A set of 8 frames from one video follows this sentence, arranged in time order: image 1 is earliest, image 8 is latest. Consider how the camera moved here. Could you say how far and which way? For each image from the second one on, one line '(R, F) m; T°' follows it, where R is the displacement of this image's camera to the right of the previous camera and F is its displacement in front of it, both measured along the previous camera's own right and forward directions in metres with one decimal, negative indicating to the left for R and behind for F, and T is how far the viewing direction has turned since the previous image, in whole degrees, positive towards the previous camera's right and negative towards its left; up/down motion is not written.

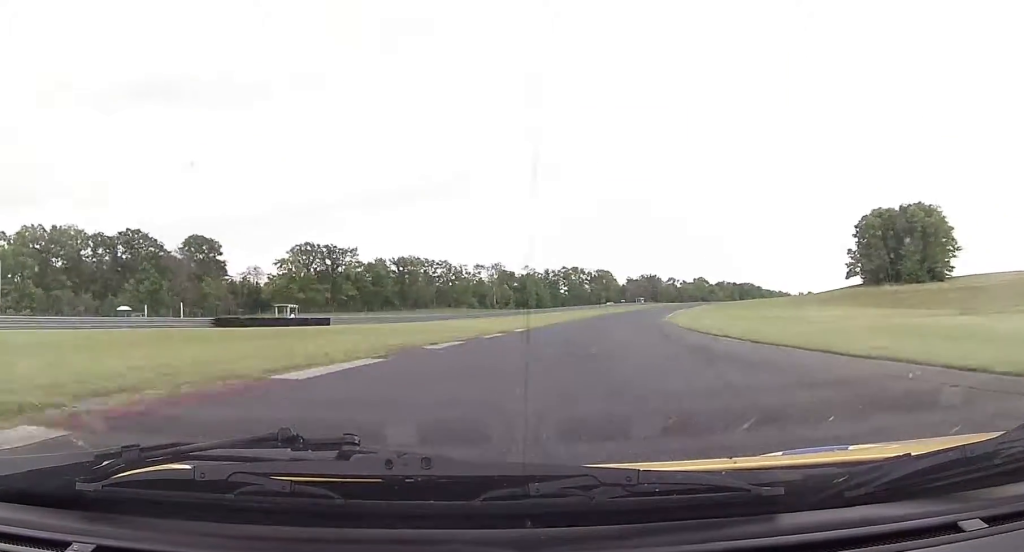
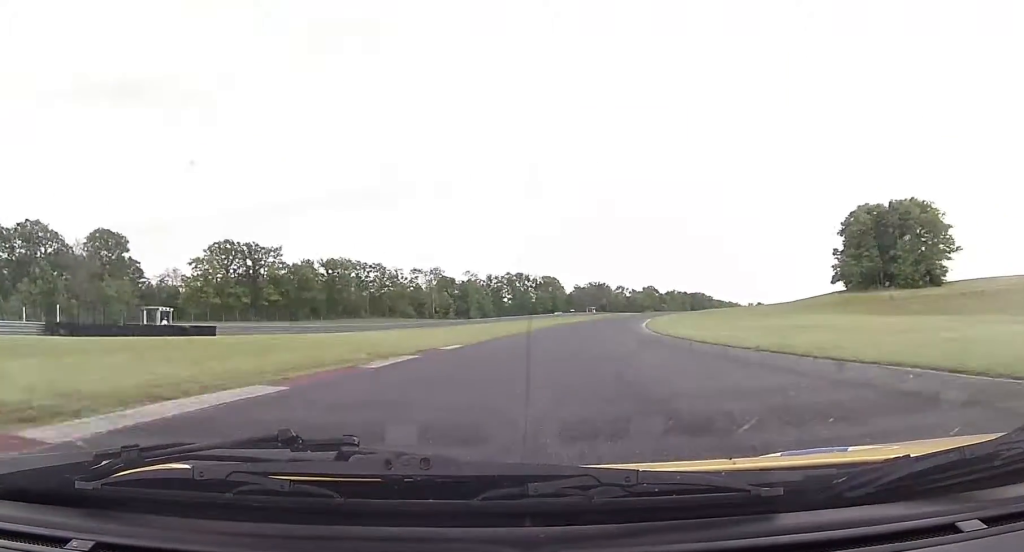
(+0.8, +18.5) m; +5°
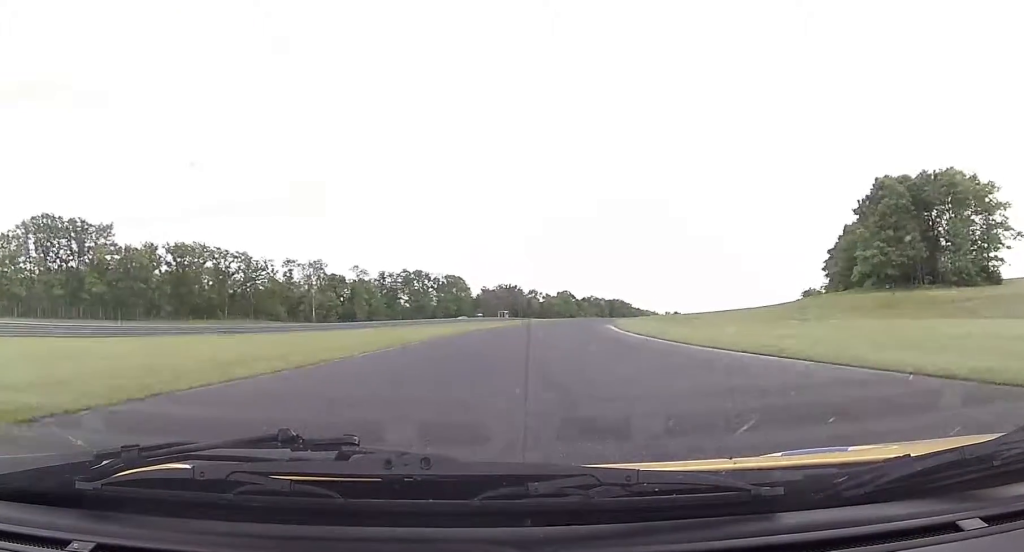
(+3.6, +40.7) m; +8°
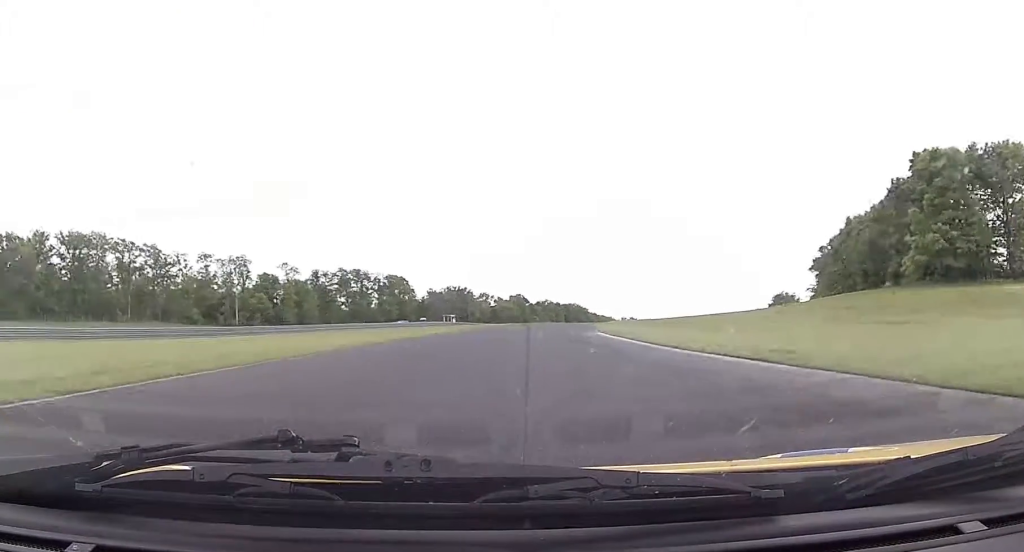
(+0.5, +23.5) m; +3°
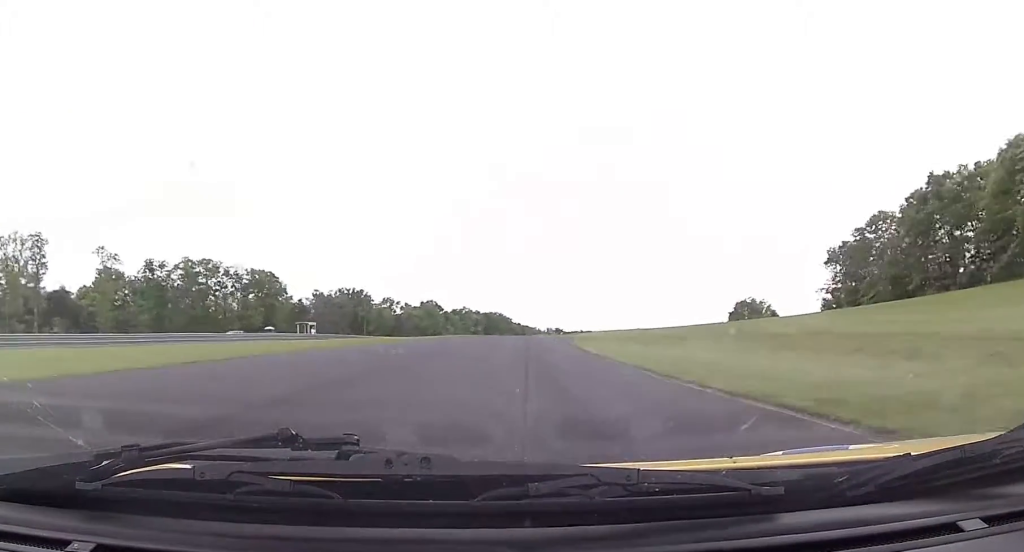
(+3.5, +54.1) m; +7°
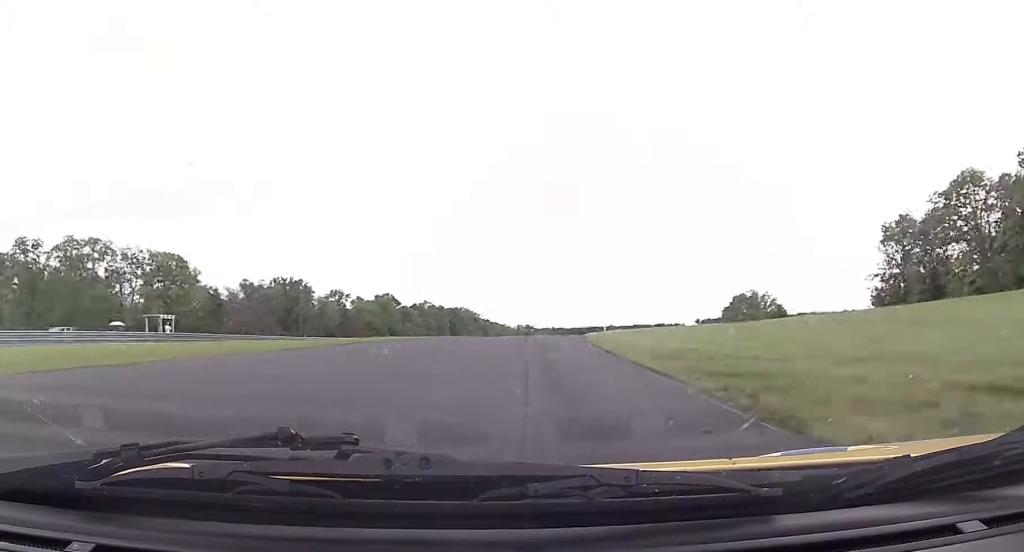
(+1.2, +33.5) m; +3°
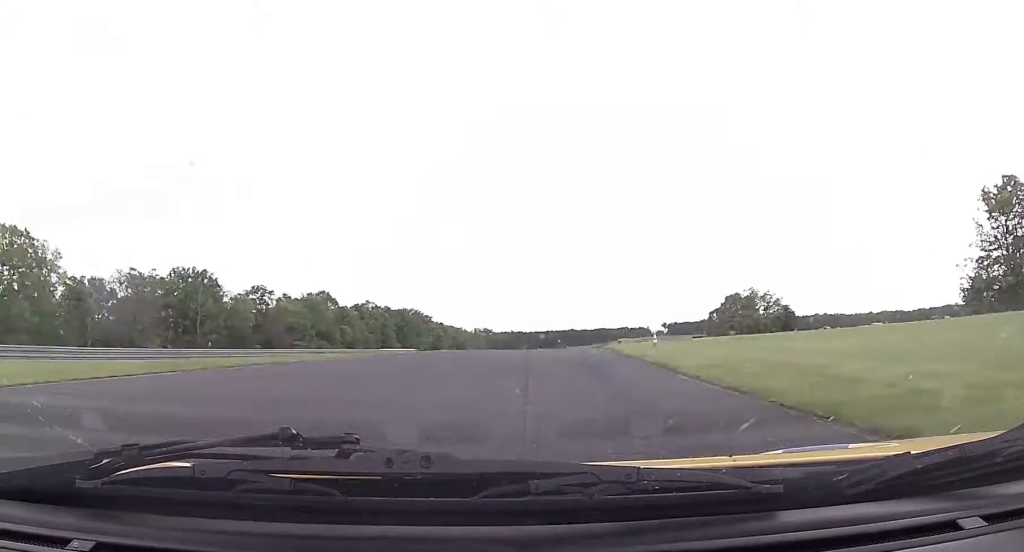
(+0.5, +36.7) m; +2°
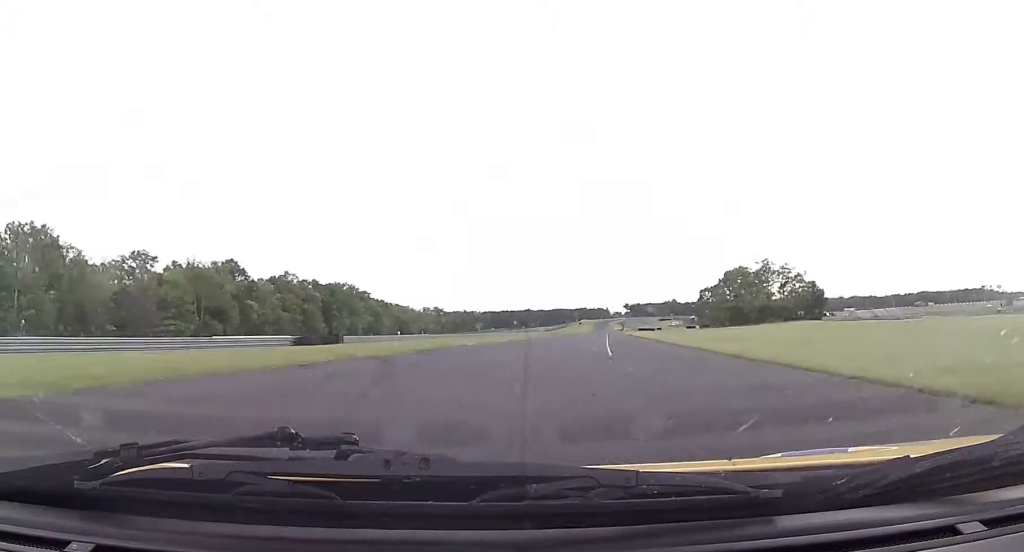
(+0.9, +42.3) m; +3°
